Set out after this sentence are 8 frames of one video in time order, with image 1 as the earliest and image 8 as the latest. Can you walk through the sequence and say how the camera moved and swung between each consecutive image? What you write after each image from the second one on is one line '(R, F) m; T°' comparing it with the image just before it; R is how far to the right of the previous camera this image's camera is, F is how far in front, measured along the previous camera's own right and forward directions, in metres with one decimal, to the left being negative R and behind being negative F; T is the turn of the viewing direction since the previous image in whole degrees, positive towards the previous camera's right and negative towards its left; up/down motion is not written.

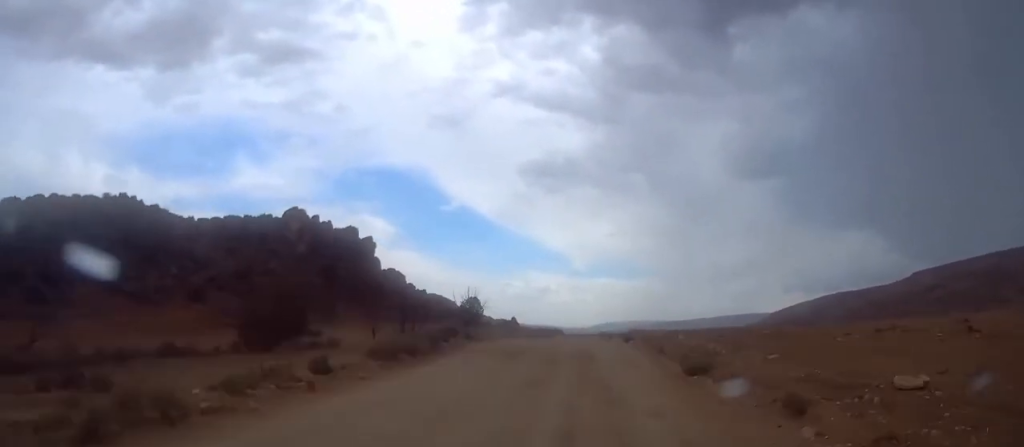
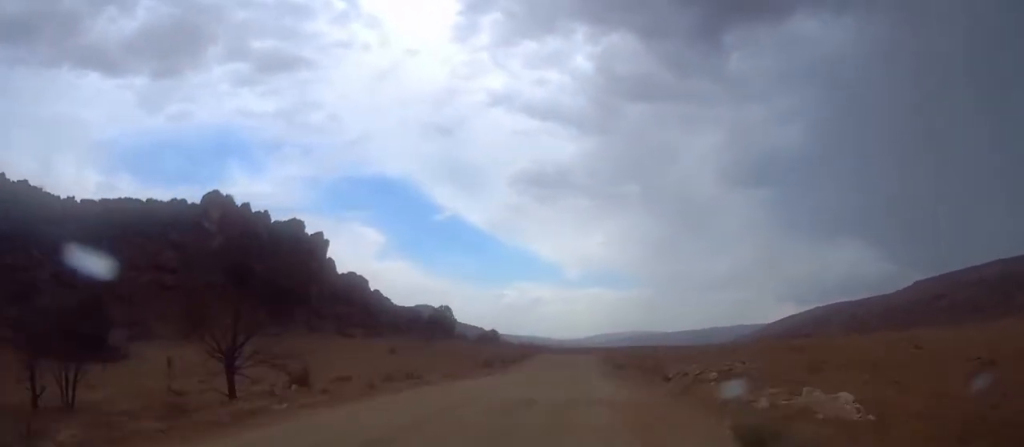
(+0.1, +34.3) m; +1°
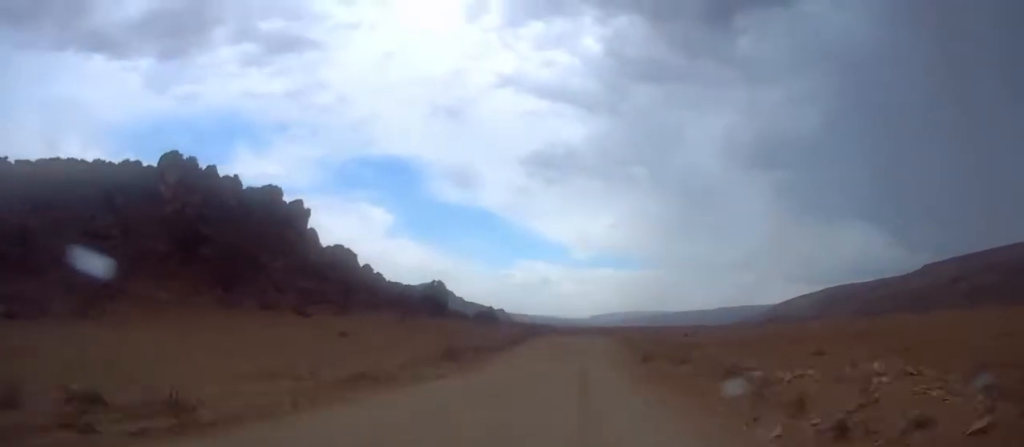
(+0.2, +16.5) m; 0°
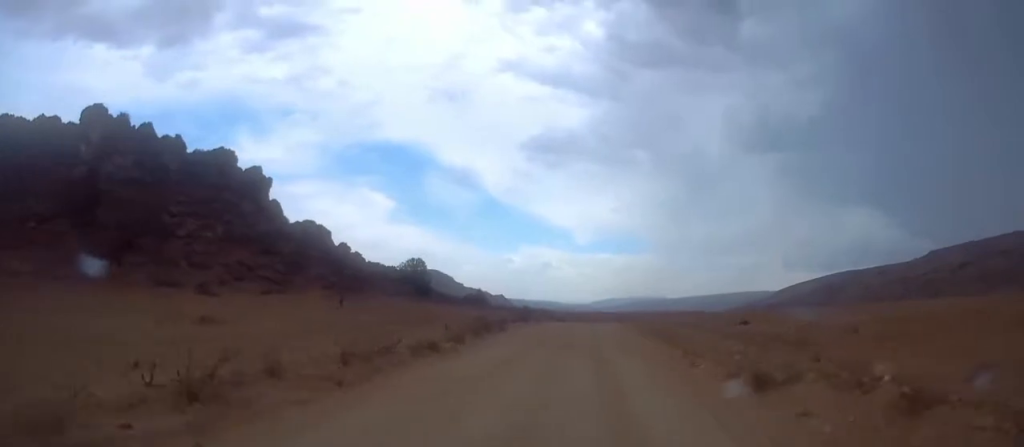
(0.0, +20.7) m; 0°
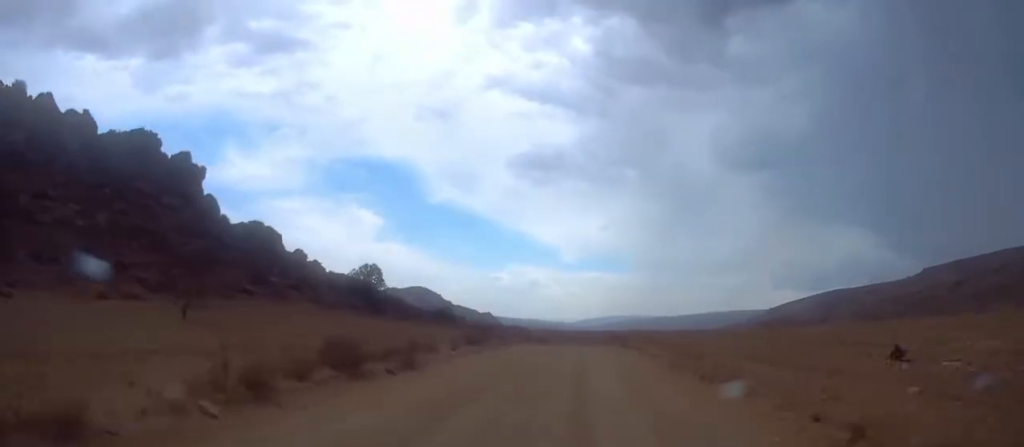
(0.0, +21.2) m; 0°
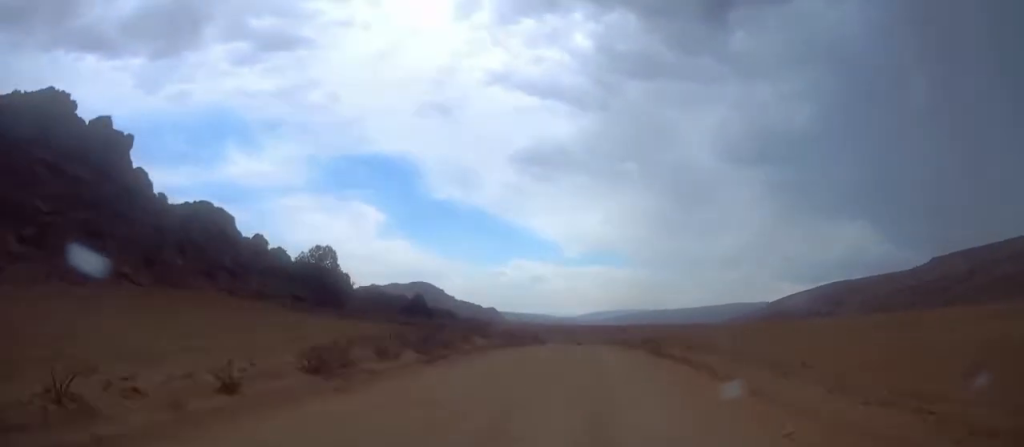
(-0.1, +20.8) m; 0°
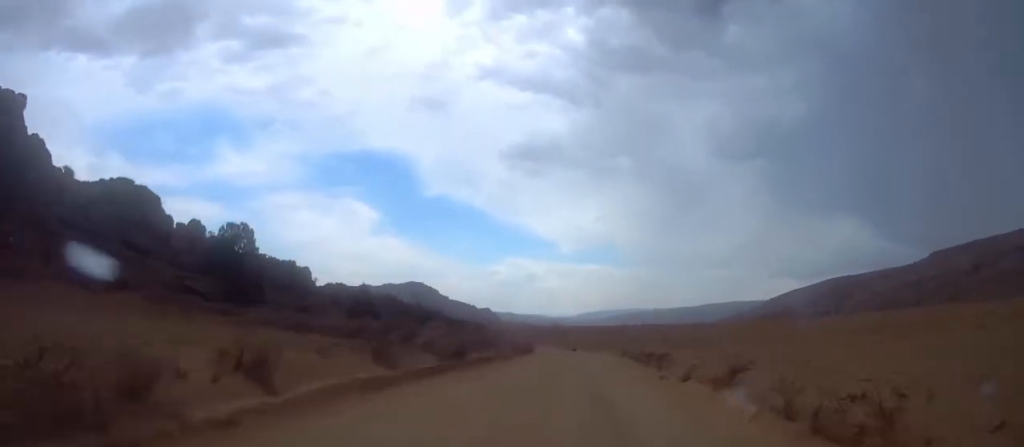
(-0.3, +20.9) m; 0°
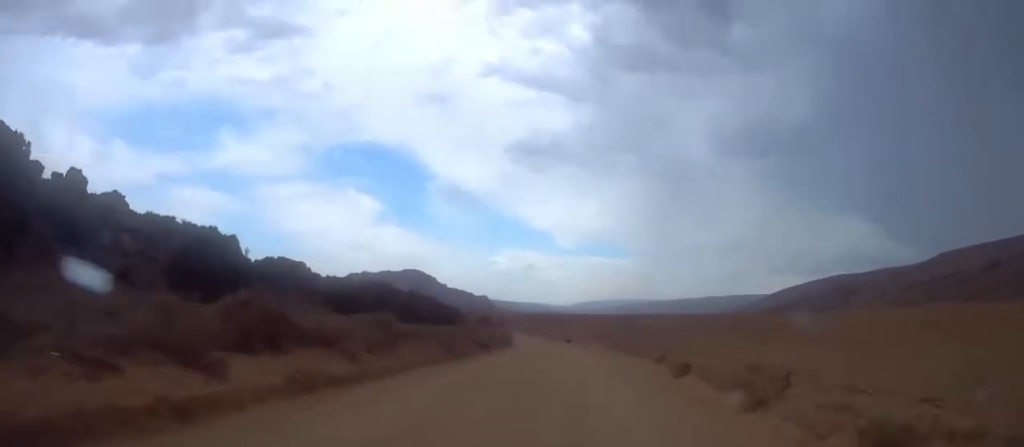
(+0.7, +32.3) m; +1°
